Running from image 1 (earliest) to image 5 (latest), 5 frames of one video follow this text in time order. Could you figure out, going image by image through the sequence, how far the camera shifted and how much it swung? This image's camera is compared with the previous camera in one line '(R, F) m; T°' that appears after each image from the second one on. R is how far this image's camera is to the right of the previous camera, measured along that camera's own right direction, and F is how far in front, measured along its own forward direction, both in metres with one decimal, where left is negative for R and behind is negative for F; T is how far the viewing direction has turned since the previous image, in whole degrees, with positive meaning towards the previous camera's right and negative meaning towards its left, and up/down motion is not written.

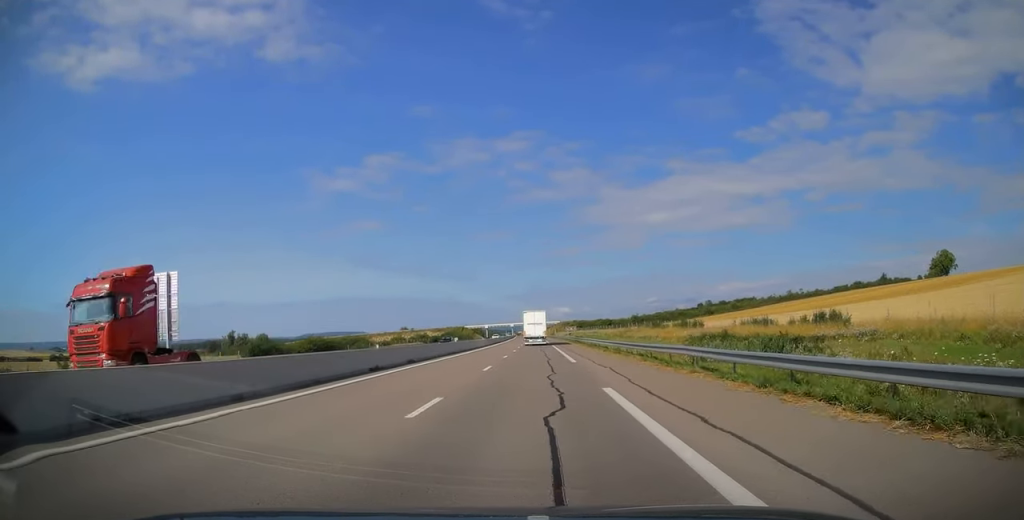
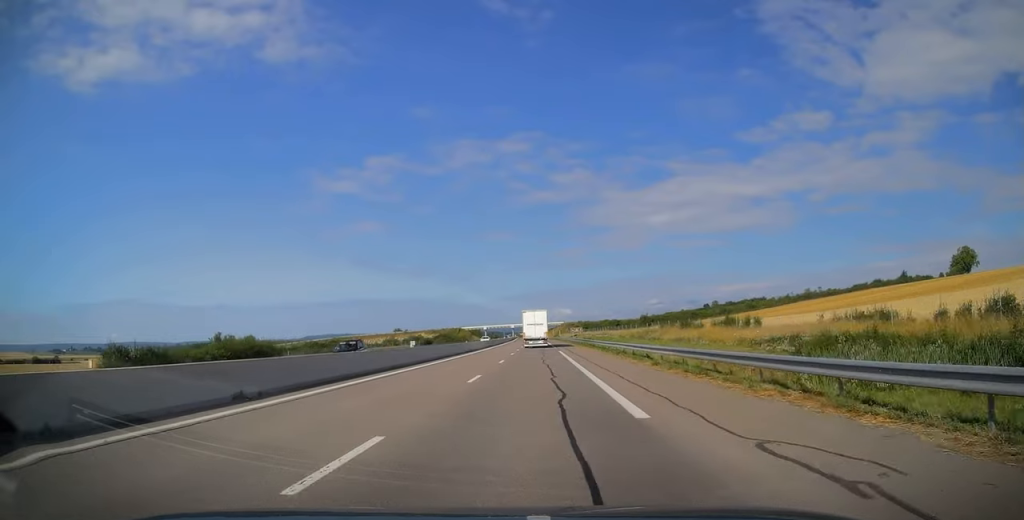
(0.0, +17.9) m; 0°
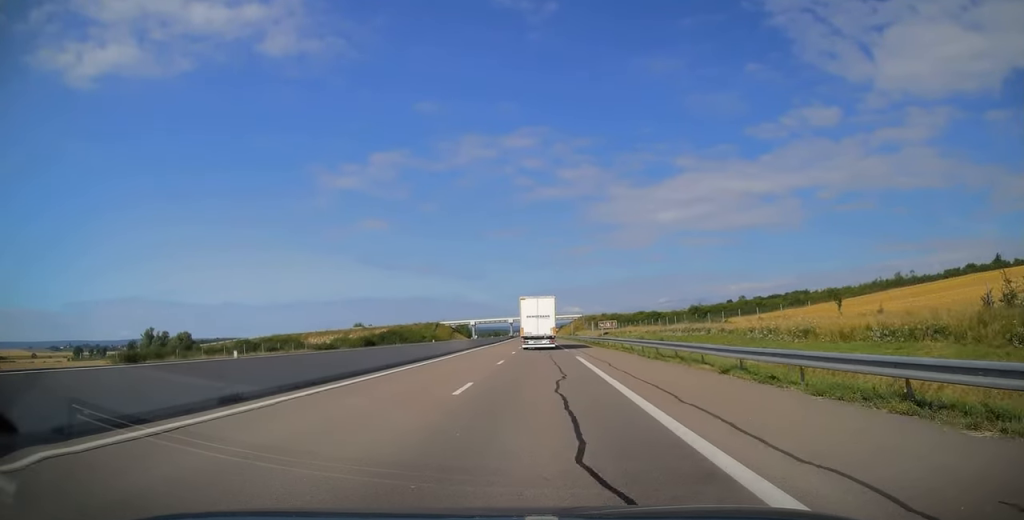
(-0.6, +67.7) m; -1°
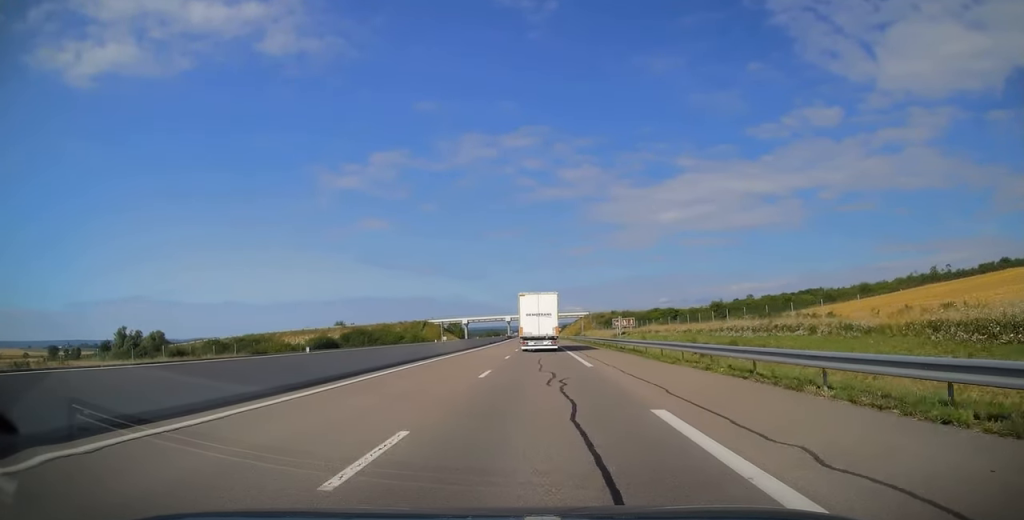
(0.0, +20.0) m; 0°
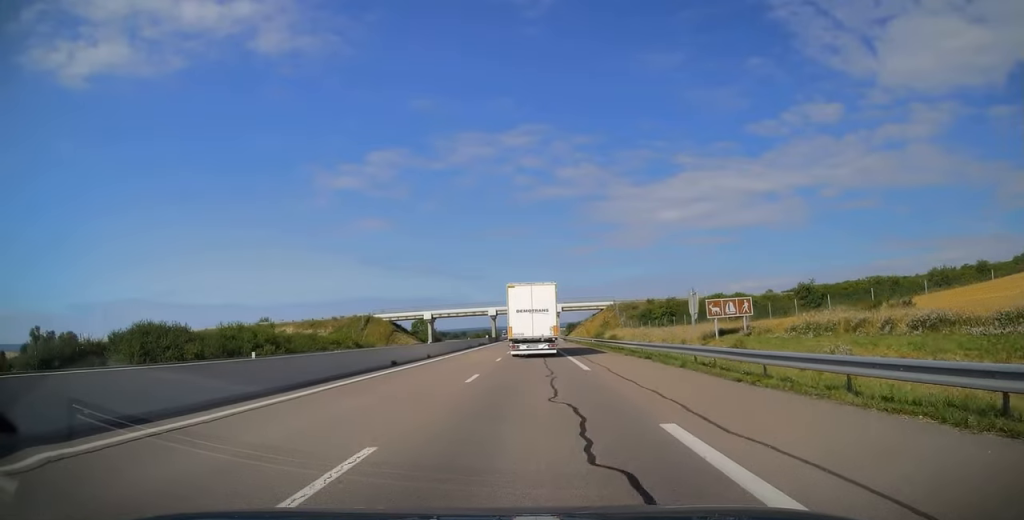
(0.0, +51.3) m; 0°
